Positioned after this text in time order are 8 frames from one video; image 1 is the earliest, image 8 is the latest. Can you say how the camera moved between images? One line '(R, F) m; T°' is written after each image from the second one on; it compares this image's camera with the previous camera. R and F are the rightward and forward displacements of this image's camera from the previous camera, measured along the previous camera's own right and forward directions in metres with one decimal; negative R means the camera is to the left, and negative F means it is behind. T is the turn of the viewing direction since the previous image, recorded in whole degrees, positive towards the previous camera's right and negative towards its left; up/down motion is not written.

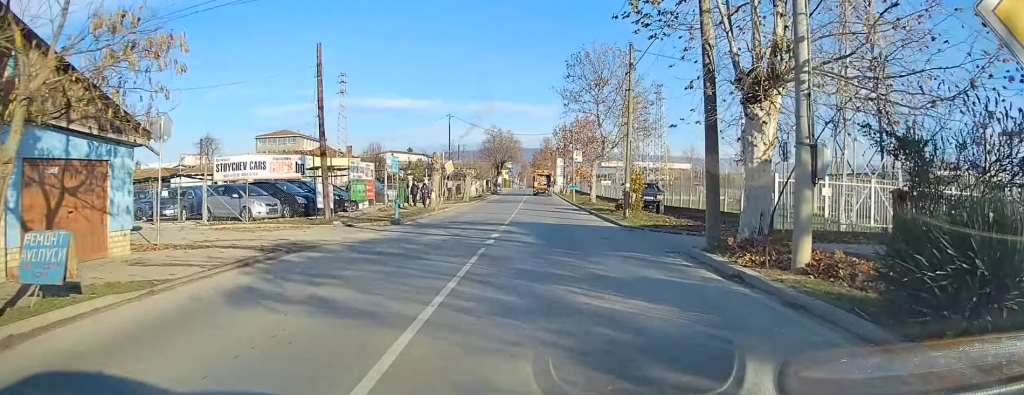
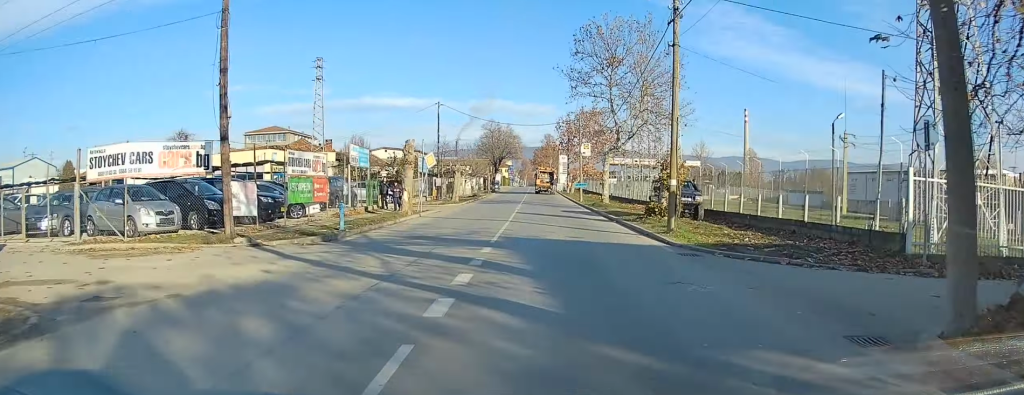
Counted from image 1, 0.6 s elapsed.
(+0.1, +8.2) m; 0°
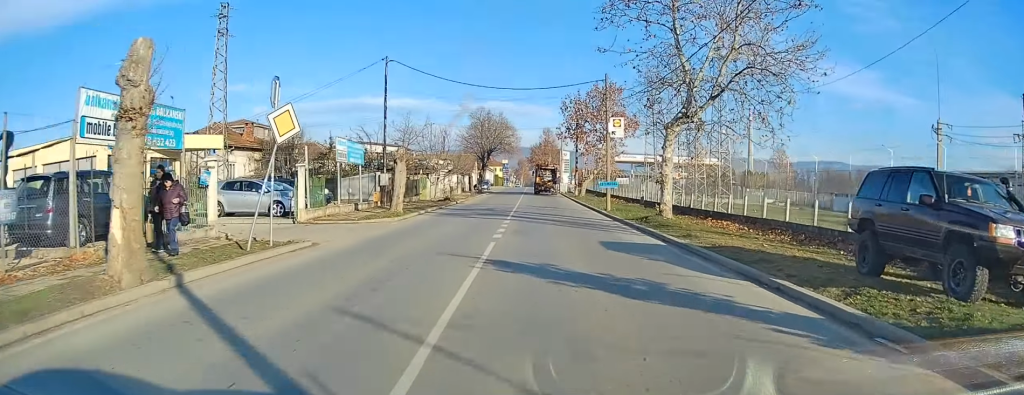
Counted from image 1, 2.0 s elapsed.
(-0.2, +20.1) m; 0°
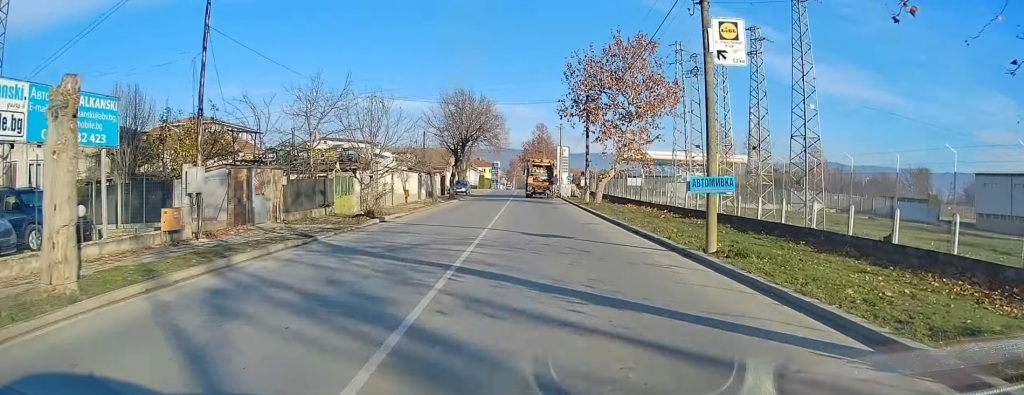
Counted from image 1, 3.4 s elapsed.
(+0.2, +20.3) m; +2°
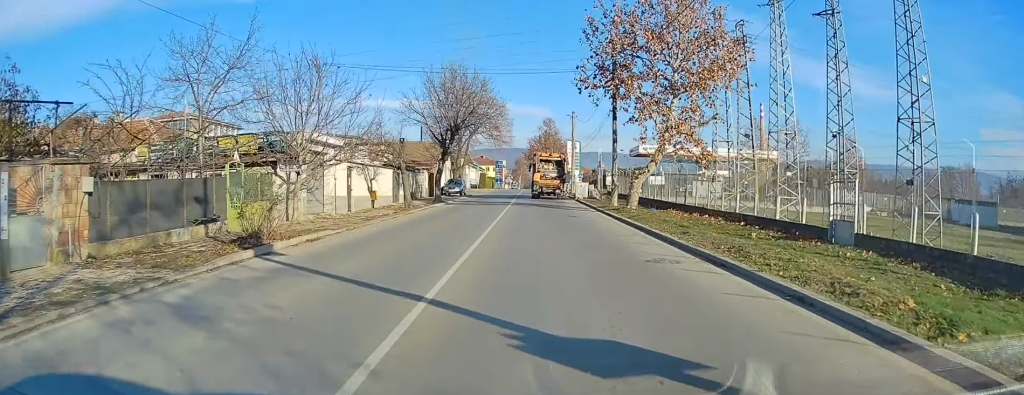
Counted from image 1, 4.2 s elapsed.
(+0.1, +11.6) m; 0°
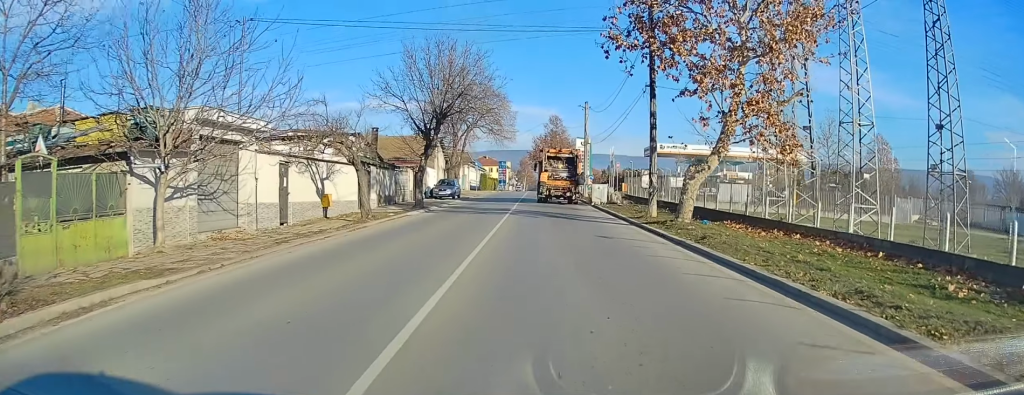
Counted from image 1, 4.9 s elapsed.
(-0.1, +9.4) m; -1°
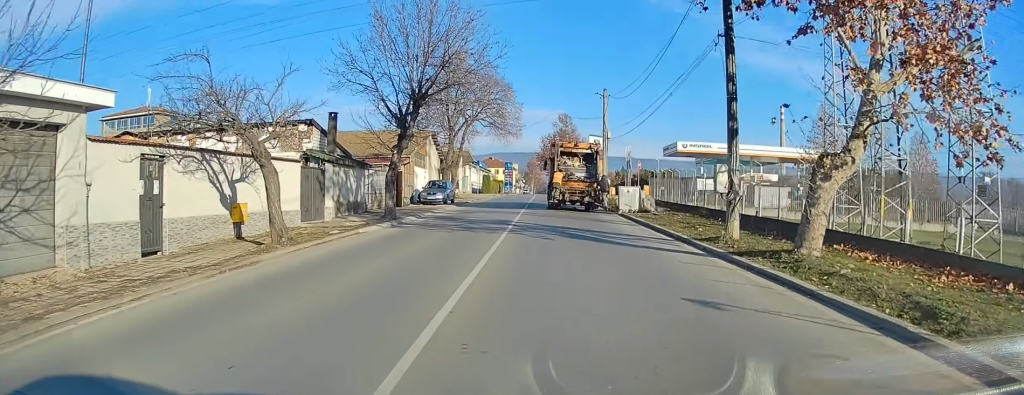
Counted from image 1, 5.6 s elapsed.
(-0.1, +9.1) m; -1°
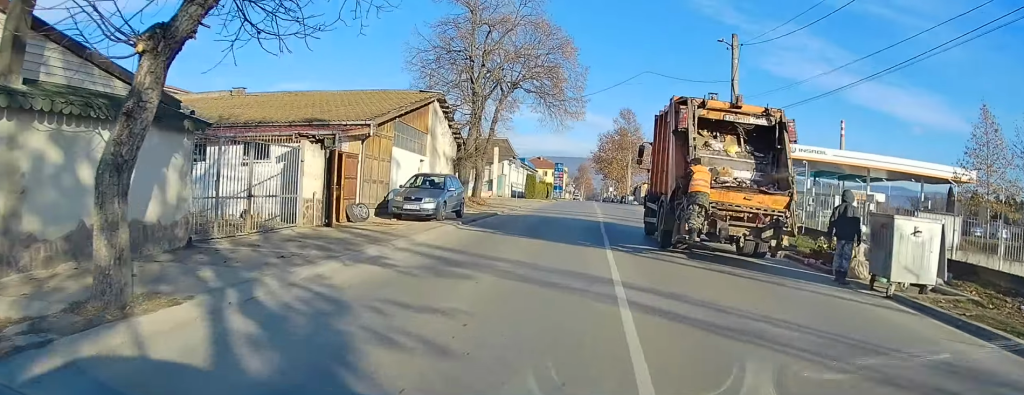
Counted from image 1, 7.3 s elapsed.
(-0.4, +20.1) m; -2°
